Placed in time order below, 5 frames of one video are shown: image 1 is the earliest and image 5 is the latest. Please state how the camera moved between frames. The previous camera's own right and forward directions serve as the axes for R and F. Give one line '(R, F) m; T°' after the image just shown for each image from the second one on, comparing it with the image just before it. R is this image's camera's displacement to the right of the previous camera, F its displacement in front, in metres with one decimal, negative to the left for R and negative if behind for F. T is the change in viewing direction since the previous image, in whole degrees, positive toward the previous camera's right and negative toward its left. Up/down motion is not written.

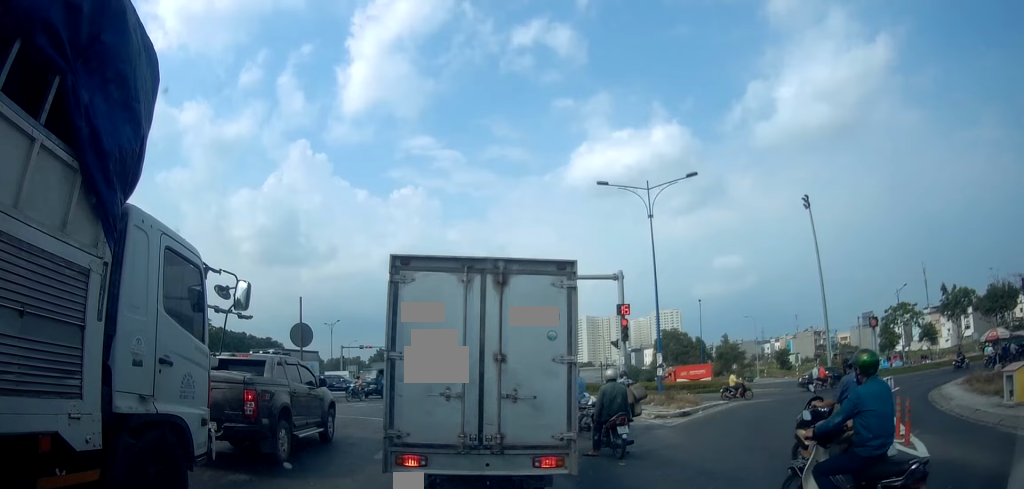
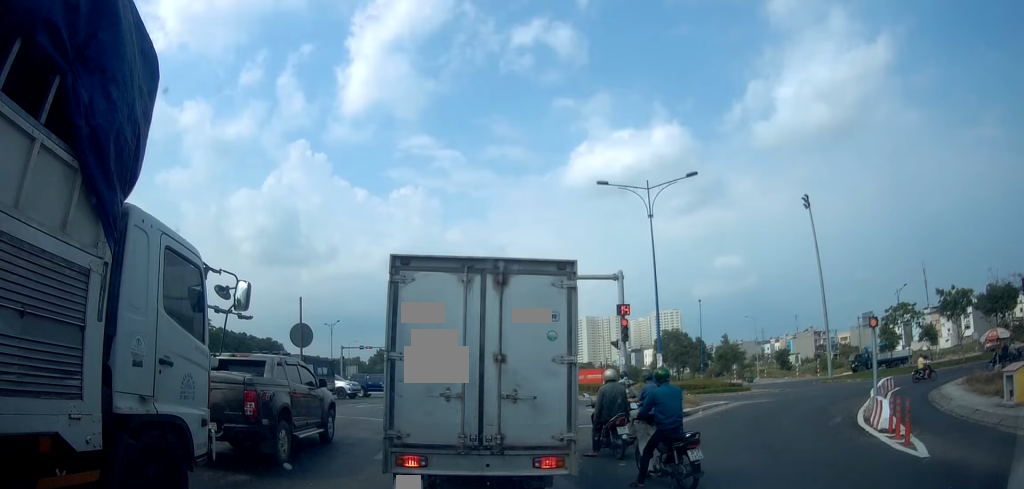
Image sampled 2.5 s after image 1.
(0.0, 0.0) m; 0°
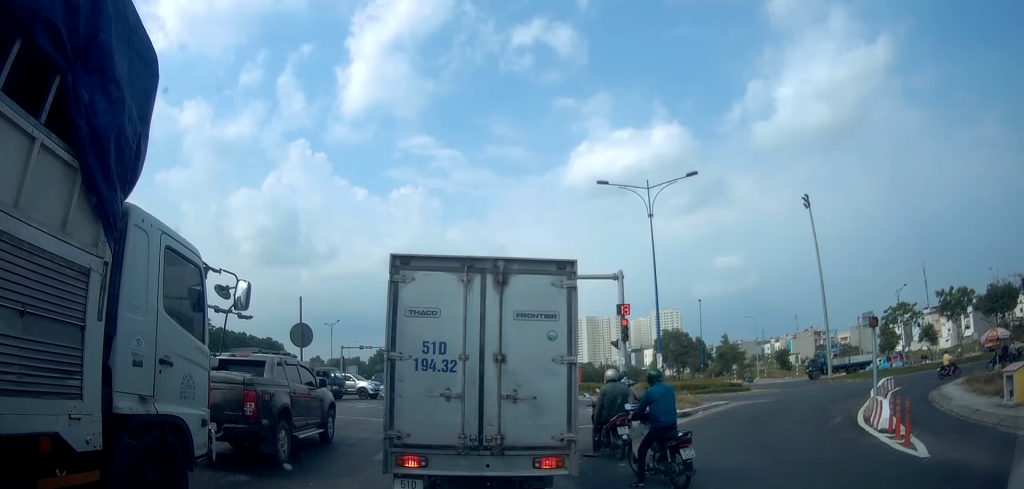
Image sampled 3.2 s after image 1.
(0.0, 0.0) m; 0°
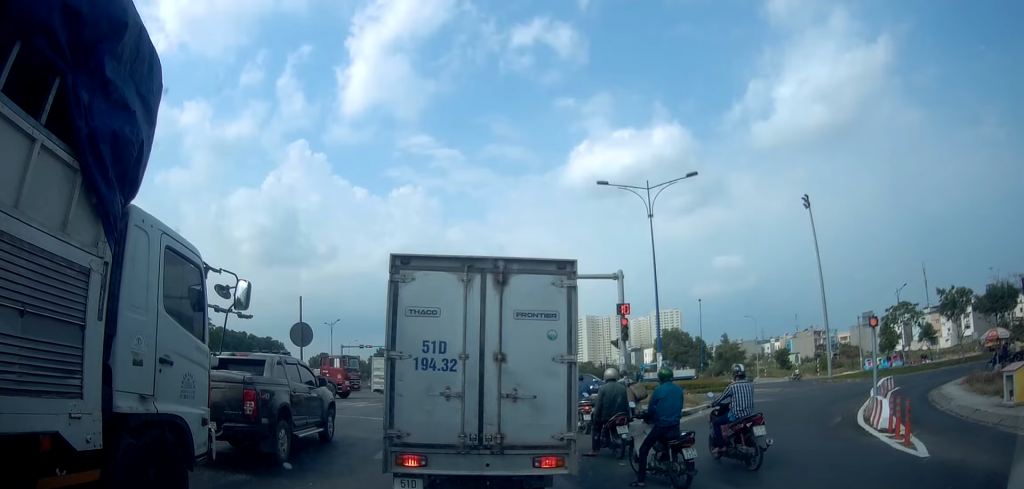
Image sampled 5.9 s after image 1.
(0.0, 0.0) m; 0°
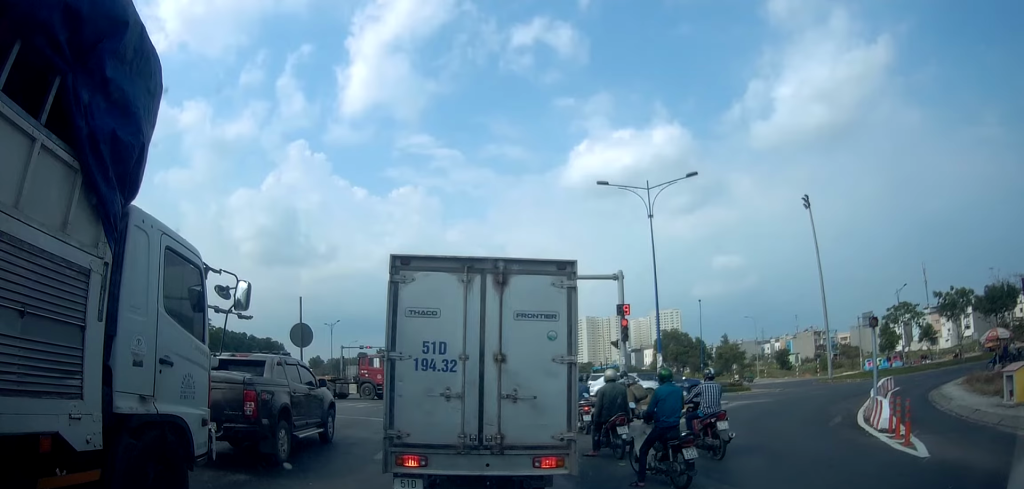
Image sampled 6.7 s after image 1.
(0.0, 0.0) m; 0°
